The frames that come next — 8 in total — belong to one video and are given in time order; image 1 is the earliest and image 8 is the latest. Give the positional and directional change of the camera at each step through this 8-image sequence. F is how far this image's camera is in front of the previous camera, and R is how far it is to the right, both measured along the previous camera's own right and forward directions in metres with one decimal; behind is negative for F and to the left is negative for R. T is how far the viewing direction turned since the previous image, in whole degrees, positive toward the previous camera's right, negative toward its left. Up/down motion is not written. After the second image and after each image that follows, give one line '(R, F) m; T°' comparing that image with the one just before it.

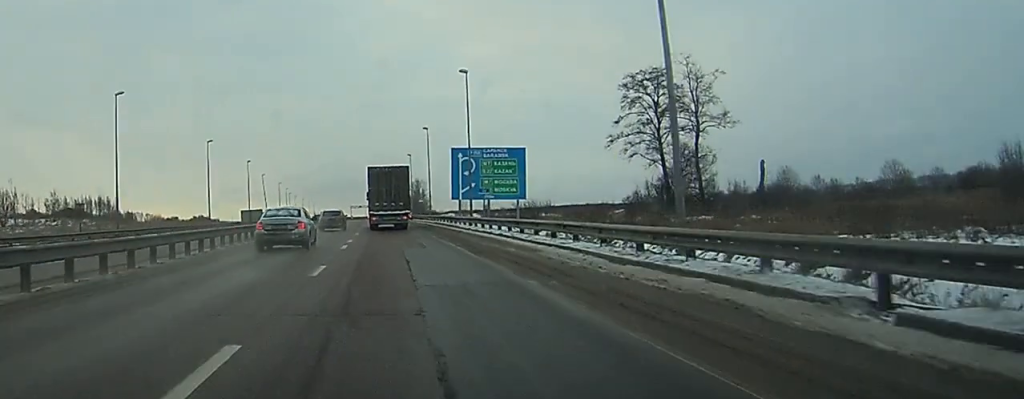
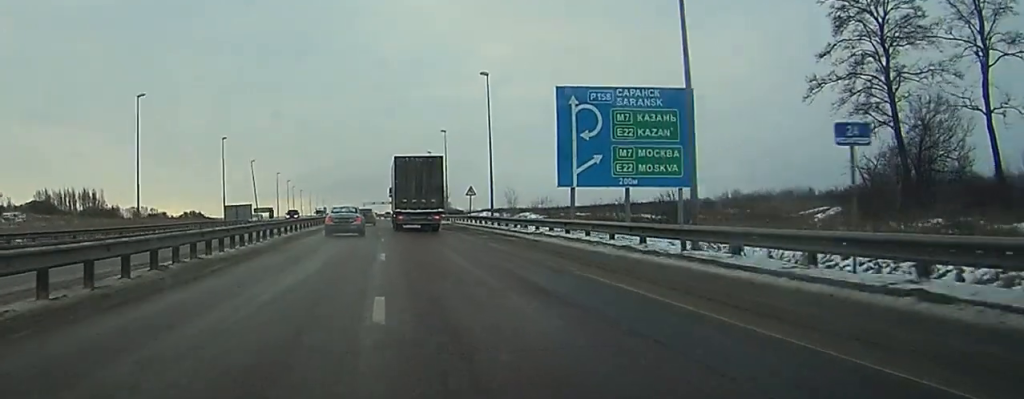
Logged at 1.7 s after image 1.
(0.0, +37.2) m; 0°
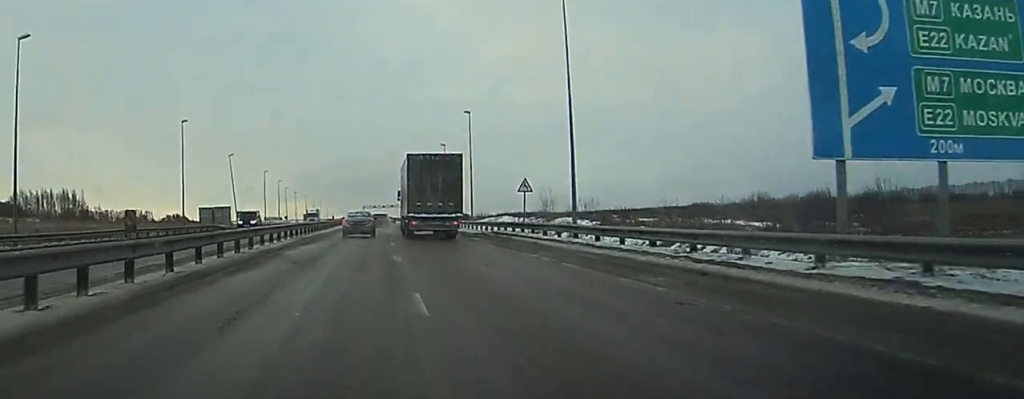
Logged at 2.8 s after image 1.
(-0.1, +23.5) m; 0°
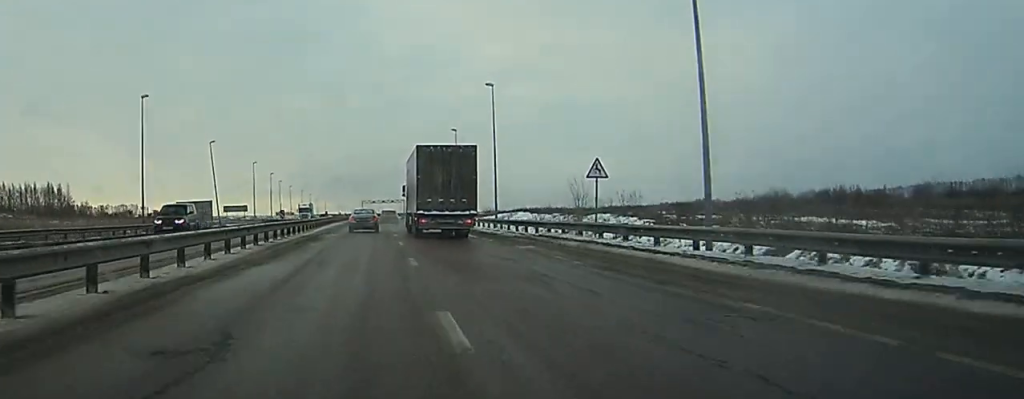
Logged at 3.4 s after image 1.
(0.0, +14.0) m; 0°
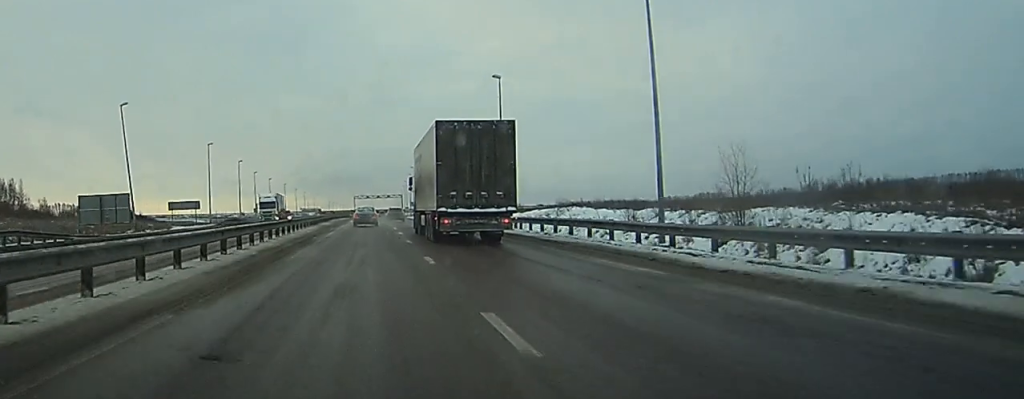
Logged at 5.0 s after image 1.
(+0.1, +35.5) m; 0°
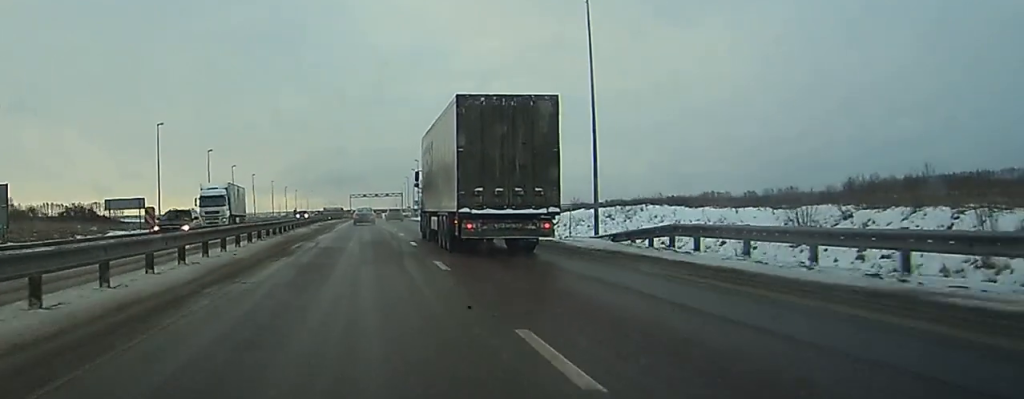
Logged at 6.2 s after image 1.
(+0.1, +23.4) m; 0°
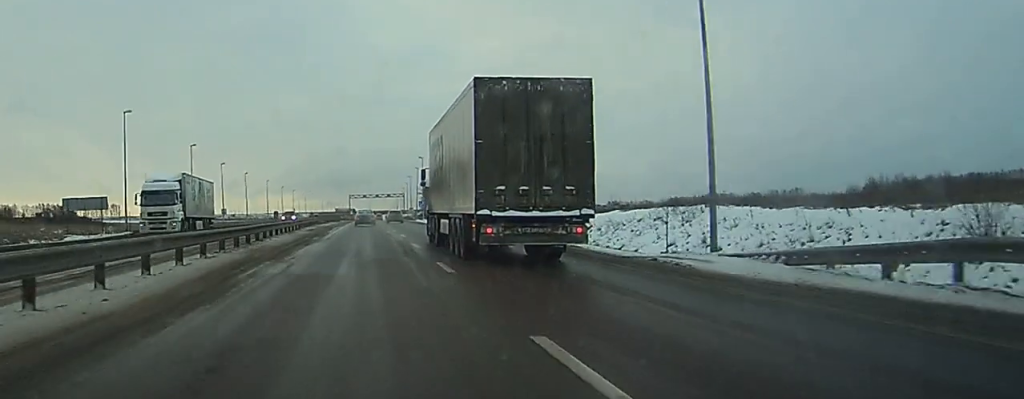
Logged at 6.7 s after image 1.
(0.0, +10.6) m; 0°
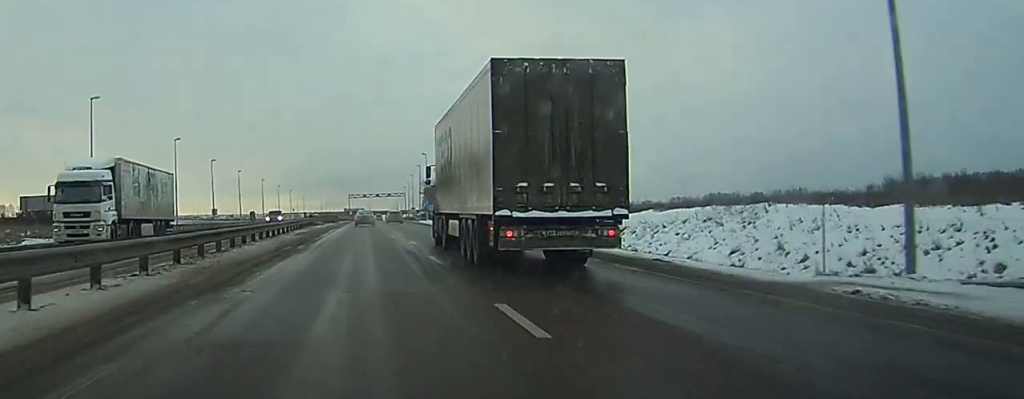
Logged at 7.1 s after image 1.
(0.0, +7.5) m; 0°
